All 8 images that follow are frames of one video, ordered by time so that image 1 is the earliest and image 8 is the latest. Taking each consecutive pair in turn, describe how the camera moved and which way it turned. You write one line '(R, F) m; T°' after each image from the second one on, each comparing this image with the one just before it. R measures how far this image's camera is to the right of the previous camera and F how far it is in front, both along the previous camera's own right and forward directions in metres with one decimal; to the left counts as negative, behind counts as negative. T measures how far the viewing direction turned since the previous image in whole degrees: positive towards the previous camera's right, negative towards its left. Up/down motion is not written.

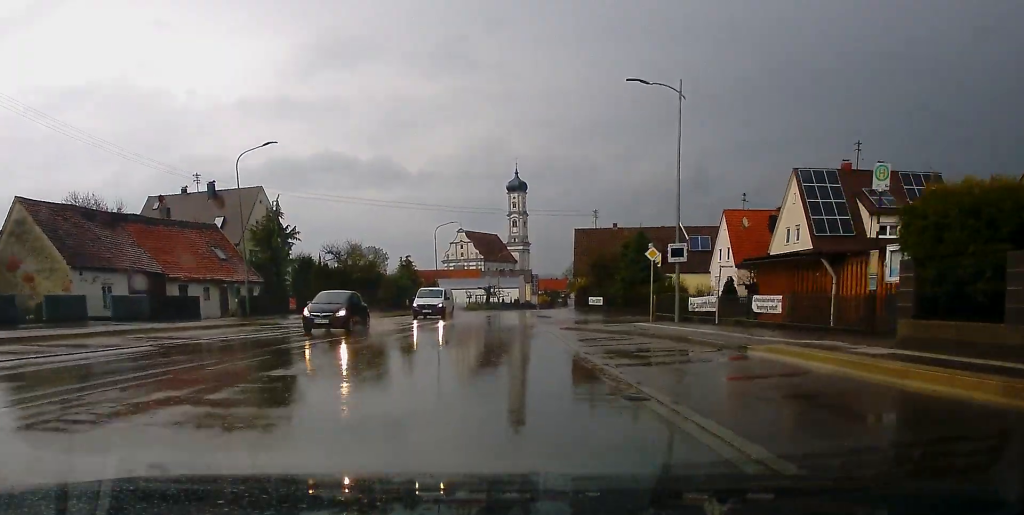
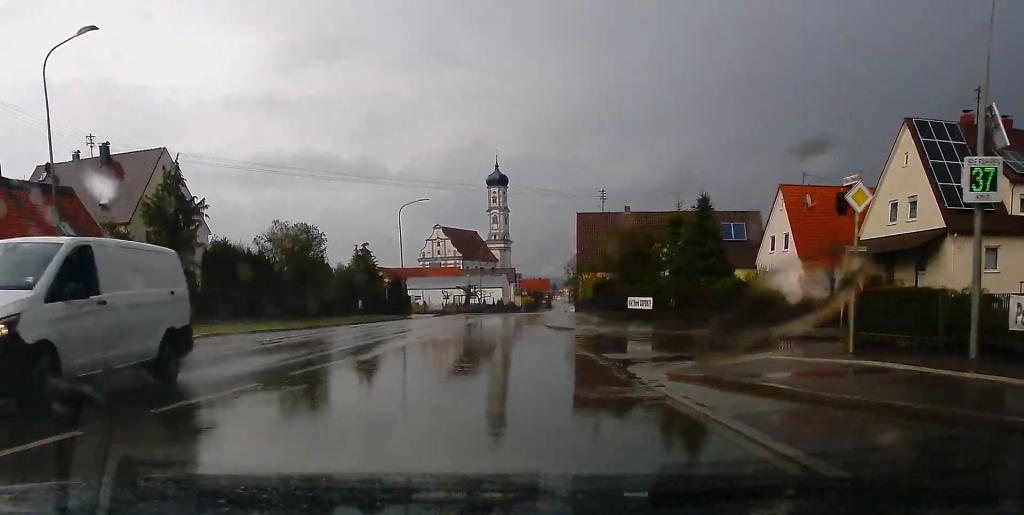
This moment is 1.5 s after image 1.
(+0.2, +18.3) m; +2°
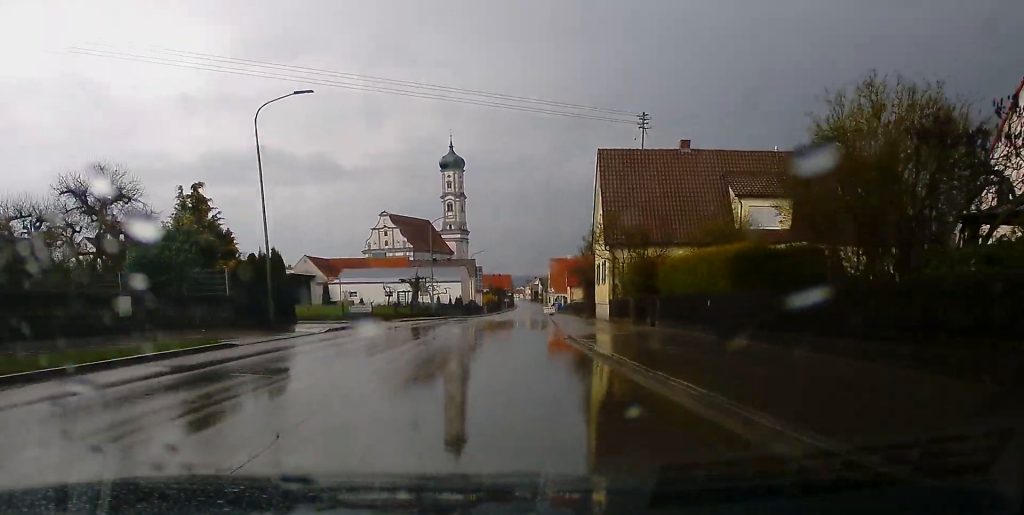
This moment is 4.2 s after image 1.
(+1.0, +30.7) m; +4°
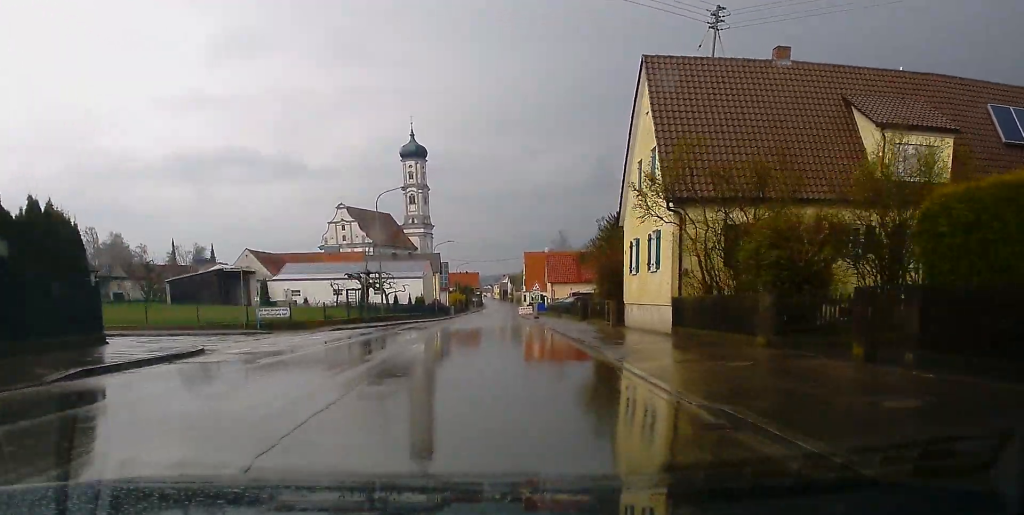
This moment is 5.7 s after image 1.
(+0.5, +17.0) m; +2°
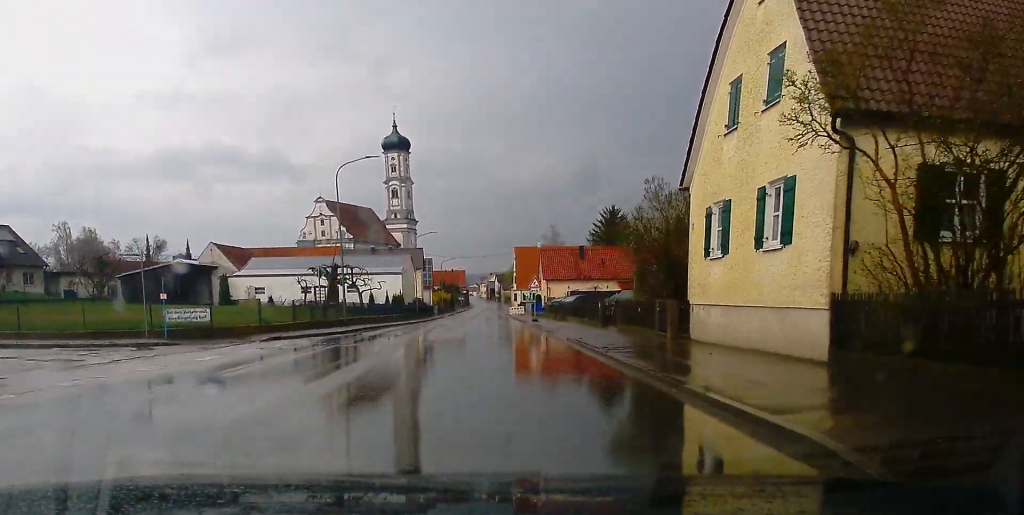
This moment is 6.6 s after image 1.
(0.0, +10.6) m; 0°
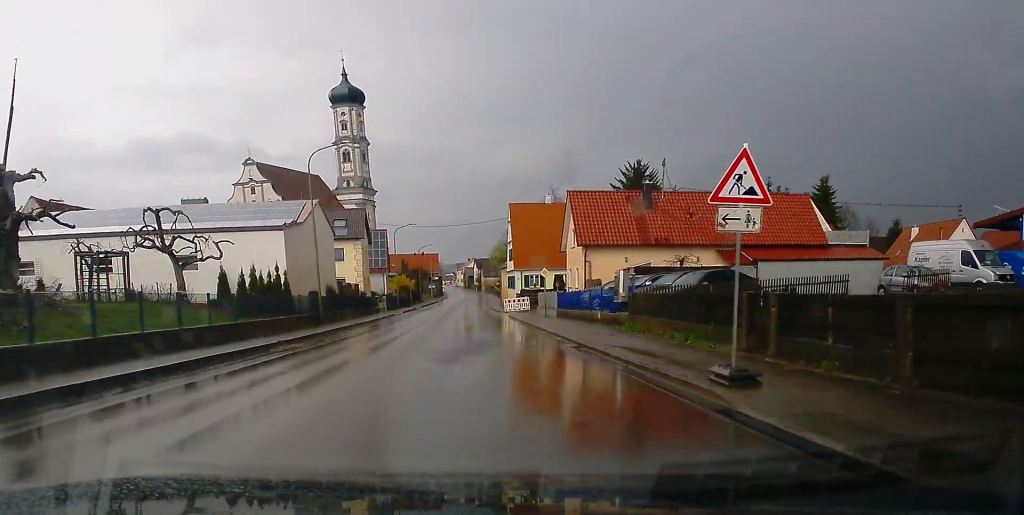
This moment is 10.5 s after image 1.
(+0.6, +44.4) m; +2°
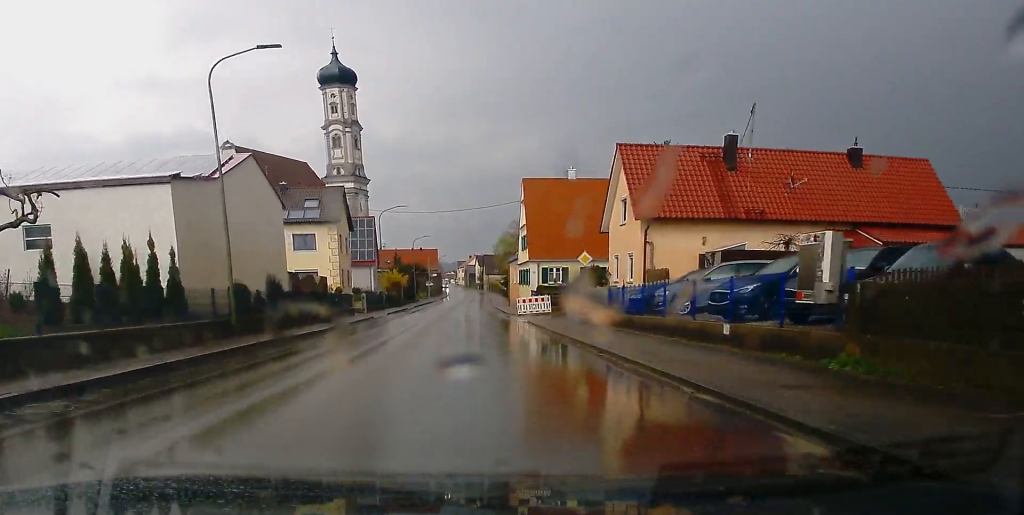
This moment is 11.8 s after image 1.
(+0.1, +15.1) m; 0°
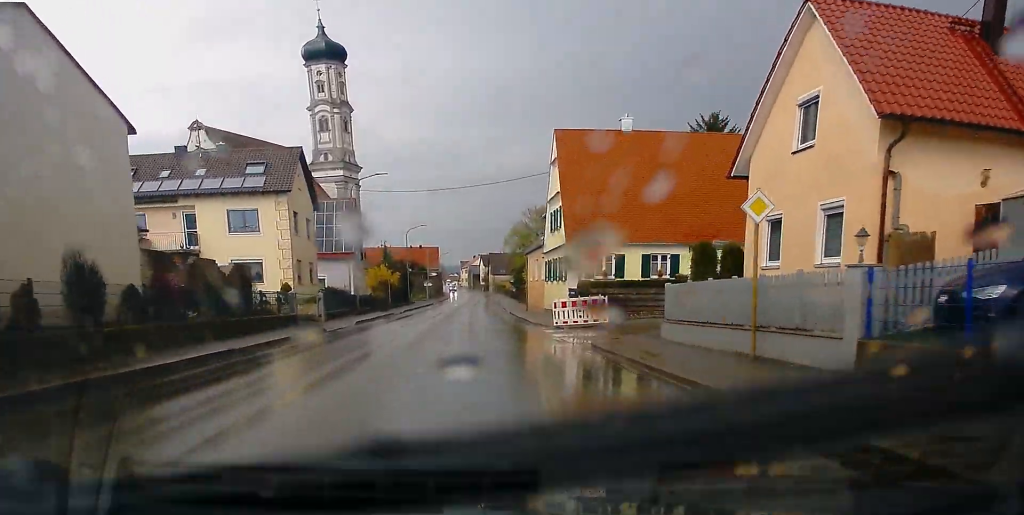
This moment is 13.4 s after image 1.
(0.0, +18.6) m; 0°
